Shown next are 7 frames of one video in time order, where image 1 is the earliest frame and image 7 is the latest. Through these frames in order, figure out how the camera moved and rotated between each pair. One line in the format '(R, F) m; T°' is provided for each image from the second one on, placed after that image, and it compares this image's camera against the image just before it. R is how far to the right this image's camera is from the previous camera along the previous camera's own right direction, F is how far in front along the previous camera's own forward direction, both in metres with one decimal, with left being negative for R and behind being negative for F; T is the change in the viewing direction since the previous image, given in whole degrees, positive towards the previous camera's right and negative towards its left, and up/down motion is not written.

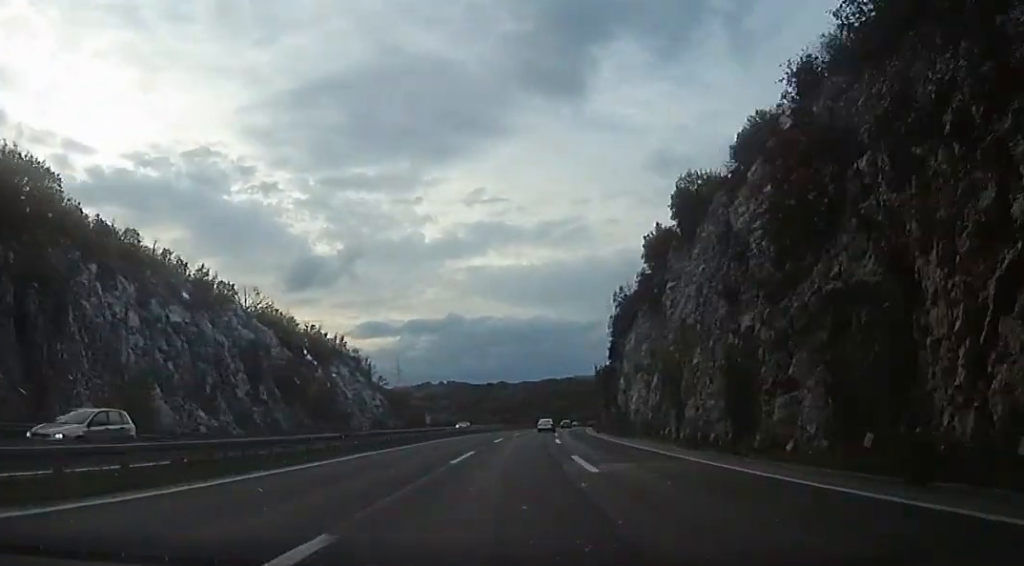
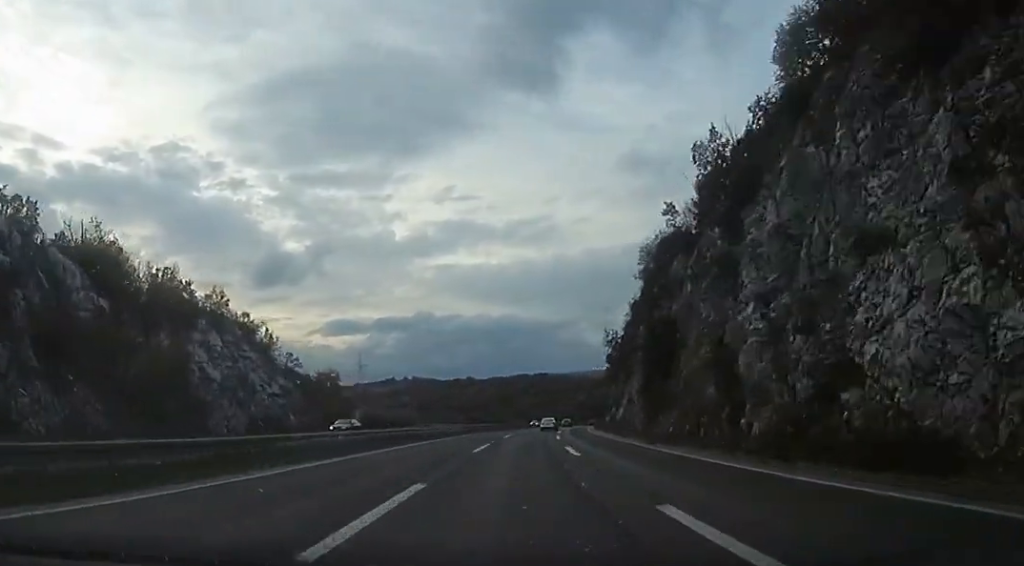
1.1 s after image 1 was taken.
(+1.1, +29.9) m; +5°
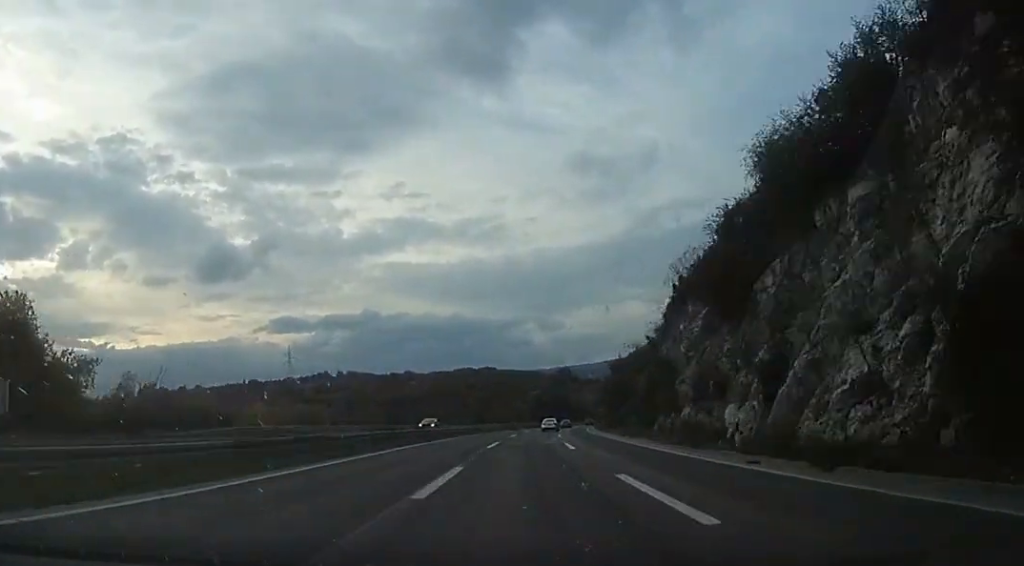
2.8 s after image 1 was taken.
(+1.4, +49.7) m; +3°
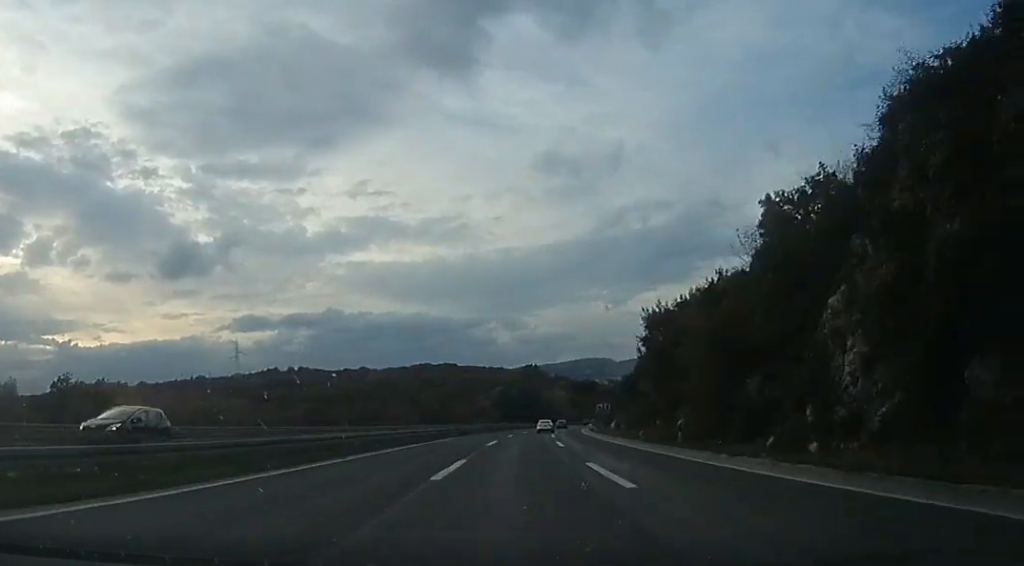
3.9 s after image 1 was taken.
(+2.2, +32.3) m; +6°
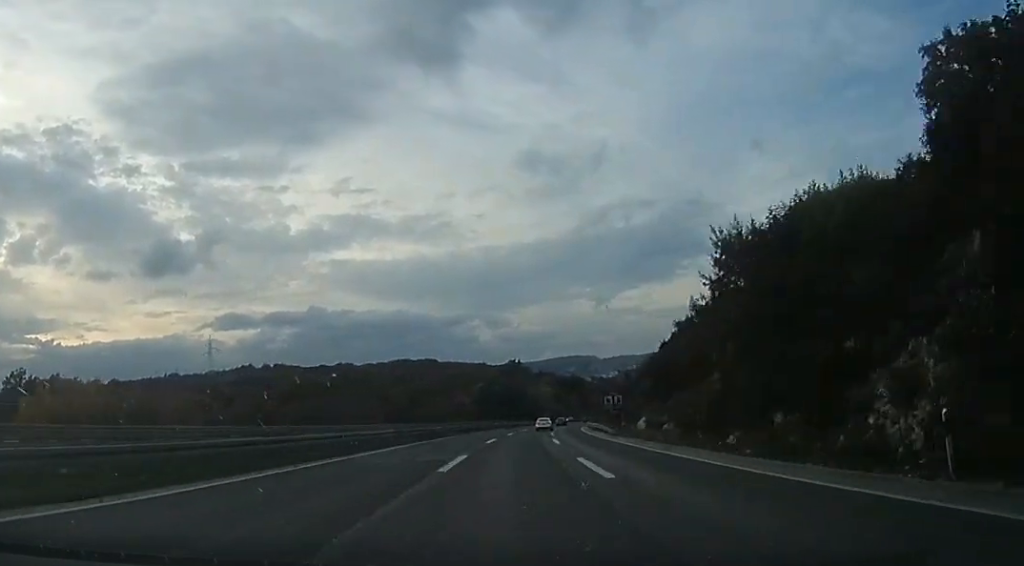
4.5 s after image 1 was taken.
(+0.4, +16.6) m; +2°
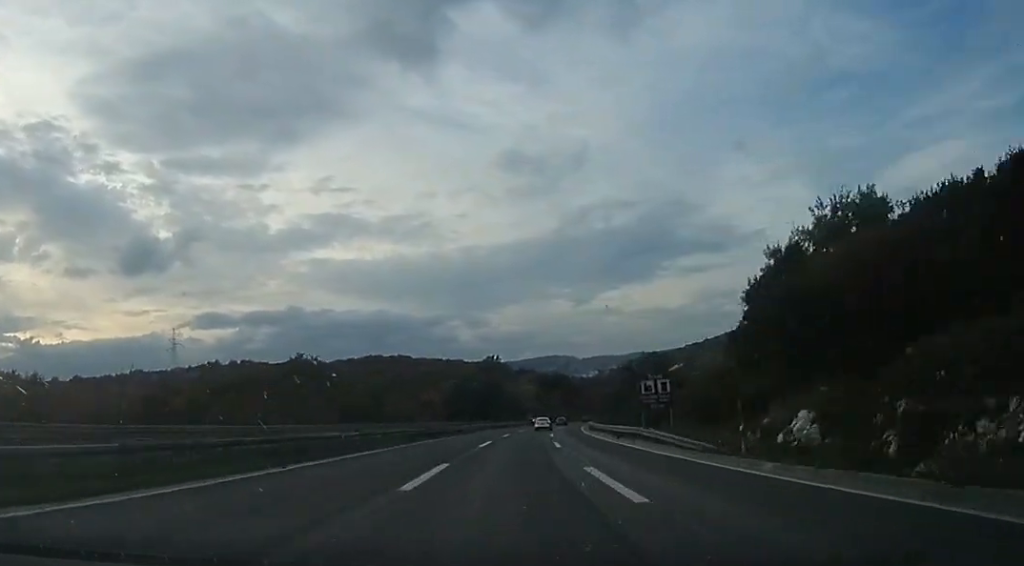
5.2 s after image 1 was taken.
(+0.4, +21.9) m; +1°
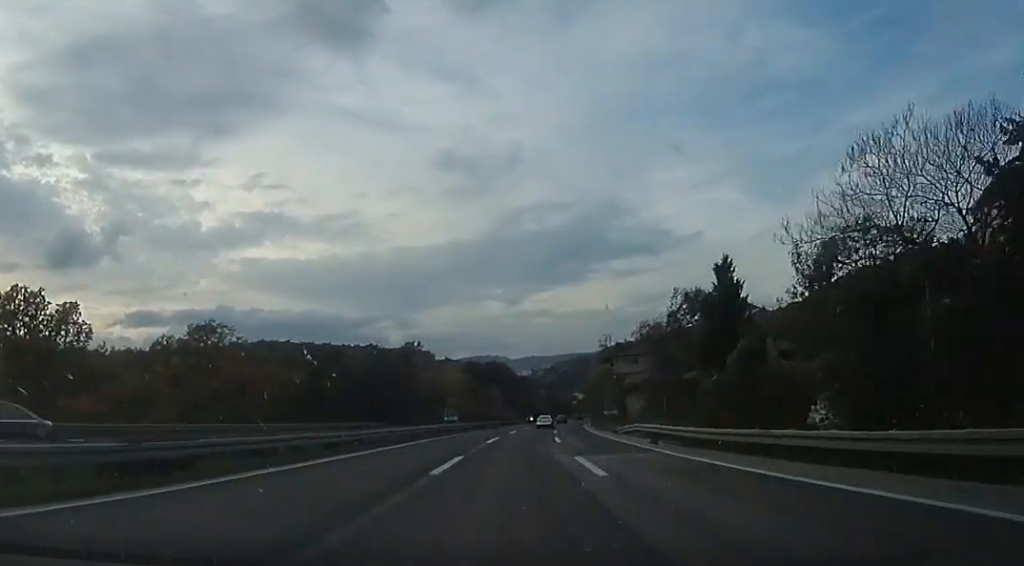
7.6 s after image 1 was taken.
(+2.8, +68.9) m; +6°
